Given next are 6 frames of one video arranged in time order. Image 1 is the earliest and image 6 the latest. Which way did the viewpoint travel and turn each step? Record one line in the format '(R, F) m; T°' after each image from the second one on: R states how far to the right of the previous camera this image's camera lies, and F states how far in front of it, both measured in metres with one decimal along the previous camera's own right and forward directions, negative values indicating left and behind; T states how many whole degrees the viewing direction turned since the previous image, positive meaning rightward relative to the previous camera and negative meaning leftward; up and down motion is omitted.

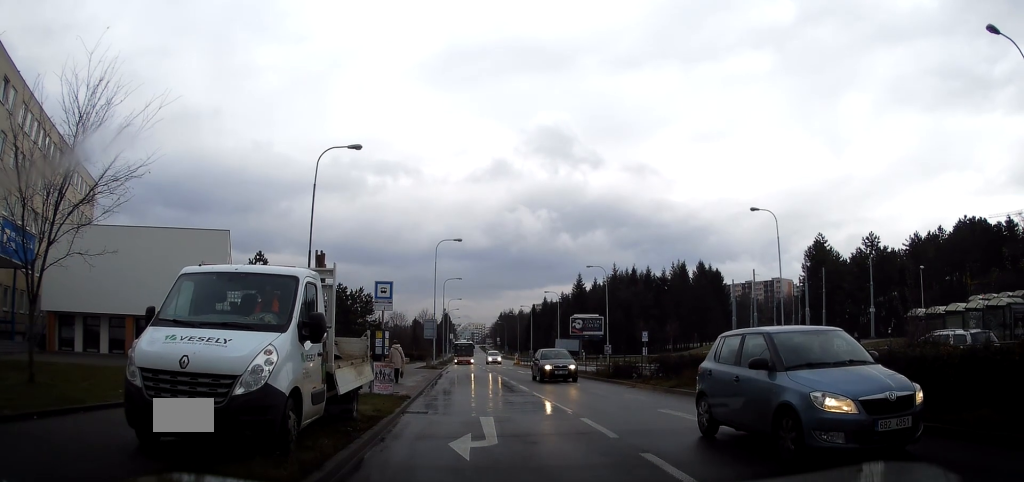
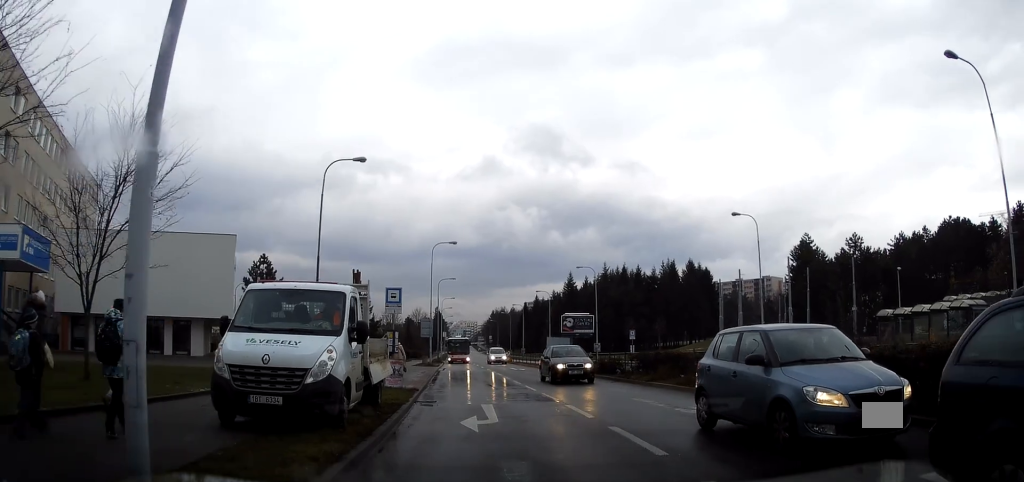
(-0.1, +1.3) m; +3°
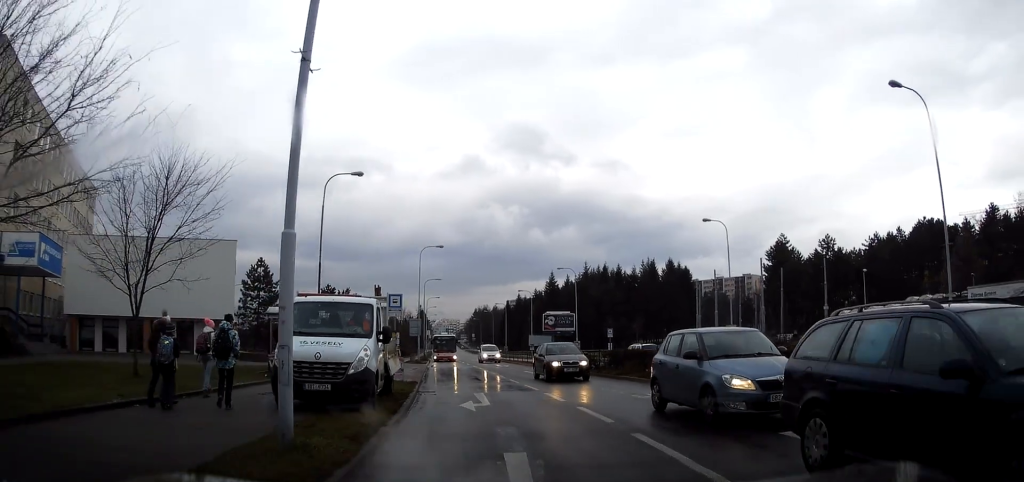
(+0.1, +2.6) m; +4°
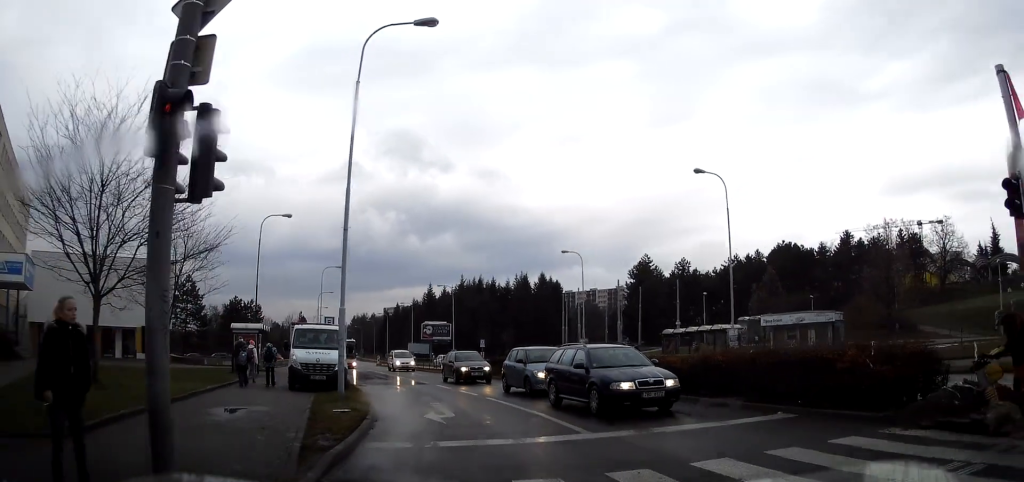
(+0.6, +8.8) m; +10°
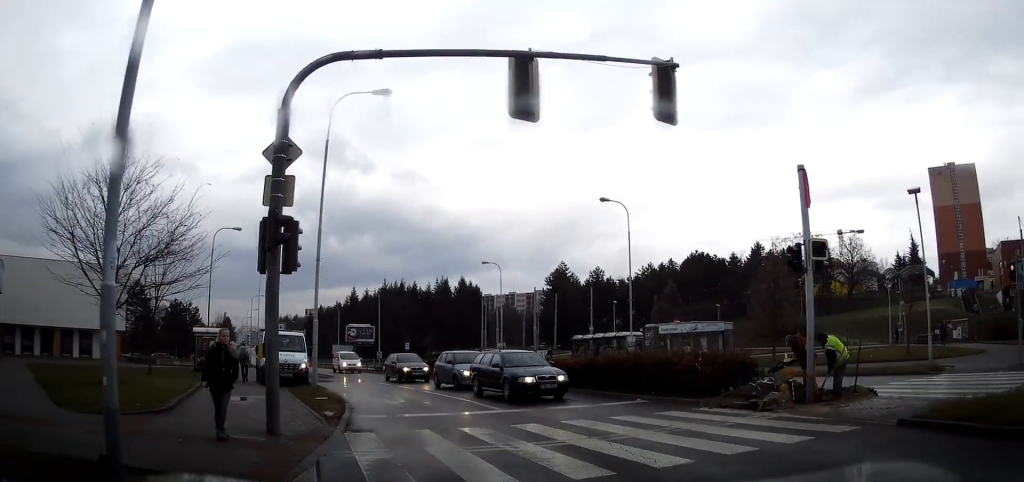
(+0.2, +4.7) m; +8°
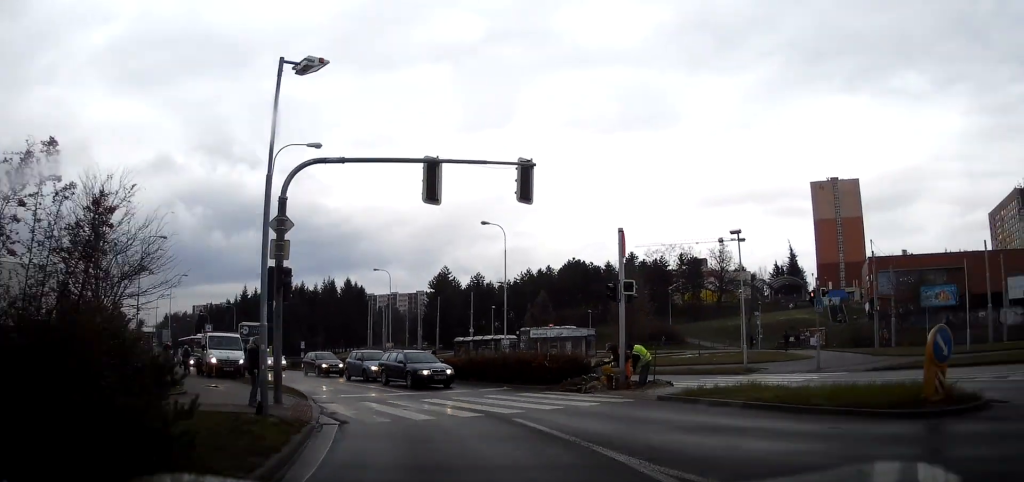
(+0.7, +6.0) m; +13°
